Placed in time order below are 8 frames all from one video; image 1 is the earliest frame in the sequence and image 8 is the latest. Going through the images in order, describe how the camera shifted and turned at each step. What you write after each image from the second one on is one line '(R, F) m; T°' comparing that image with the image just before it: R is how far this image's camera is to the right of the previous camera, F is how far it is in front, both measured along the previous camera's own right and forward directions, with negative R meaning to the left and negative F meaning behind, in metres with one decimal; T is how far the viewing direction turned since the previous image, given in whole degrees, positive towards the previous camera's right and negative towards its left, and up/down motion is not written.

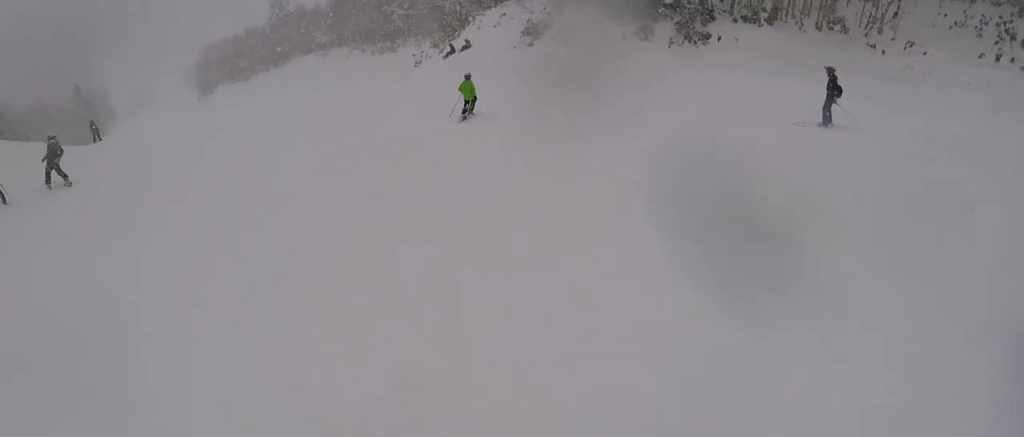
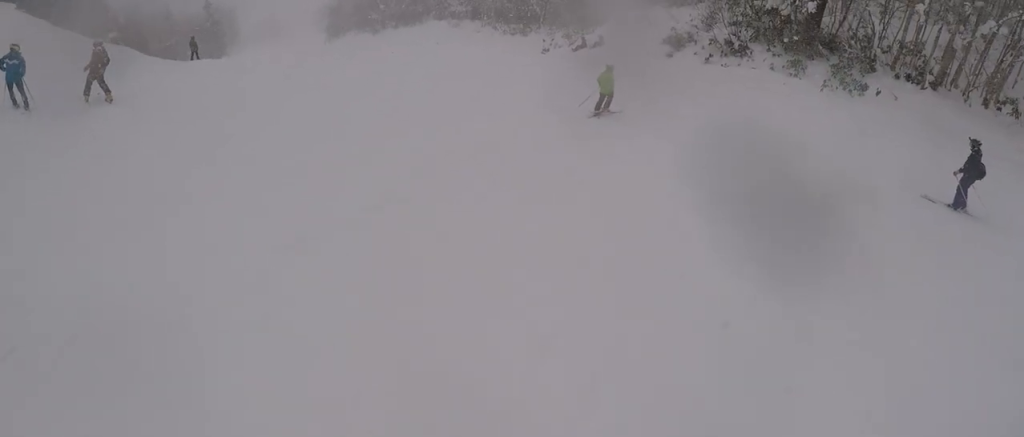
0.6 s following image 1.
(+0.1, +3.3) m; -9°
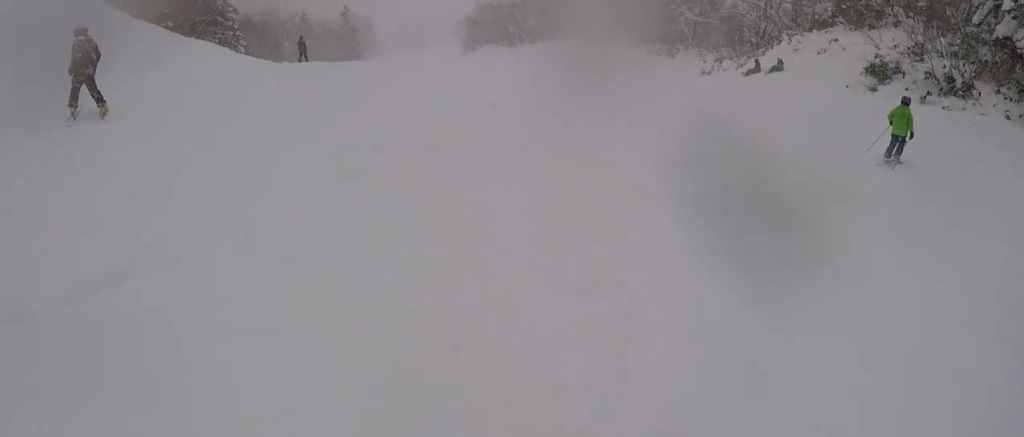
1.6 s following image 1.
(-1.2, +6.0) m; -2°
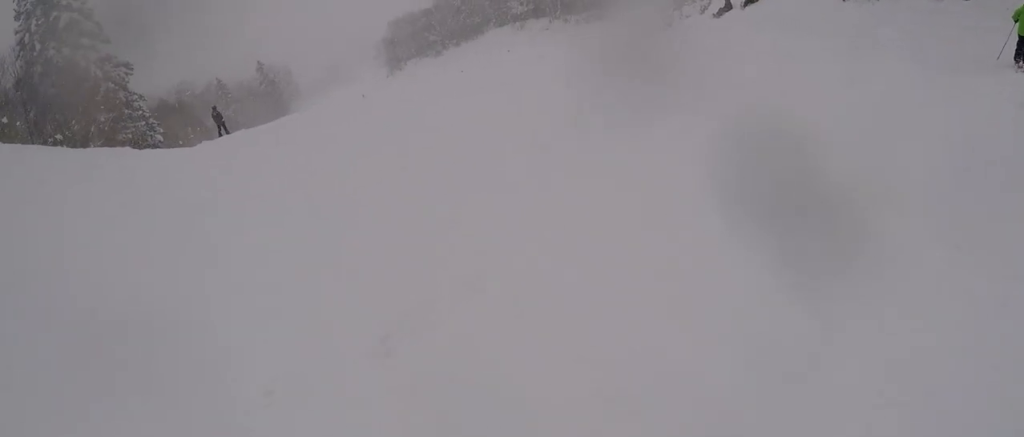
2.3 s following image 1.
(+0.9, +4.3) m; +2°
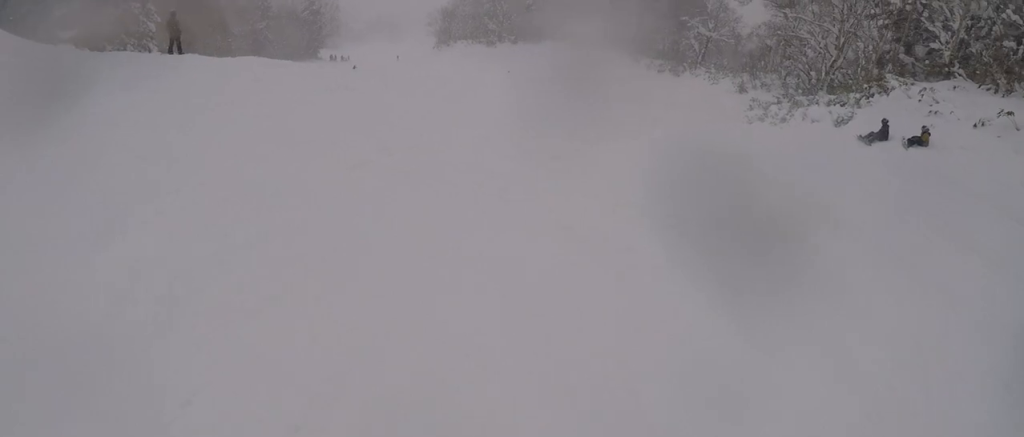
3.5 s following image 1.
(-0.7, +7.1) m; +1°
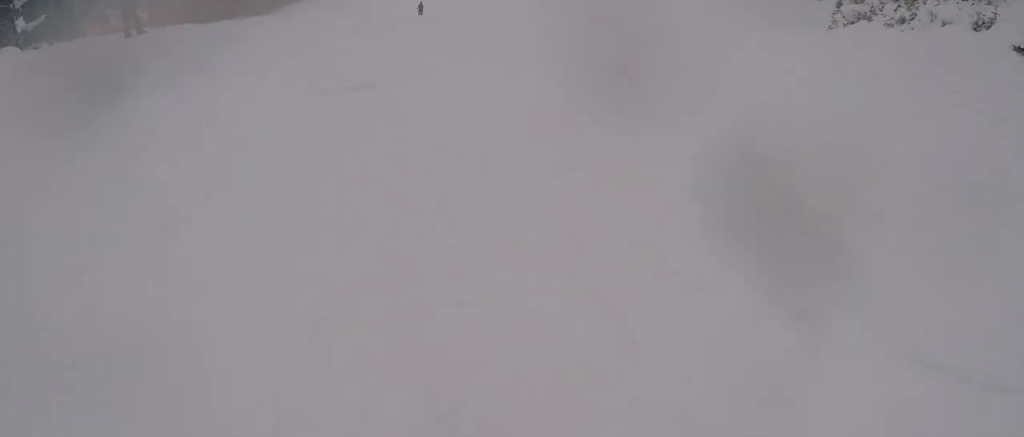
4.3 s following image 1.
(+0.7, +4.7) m; +10°
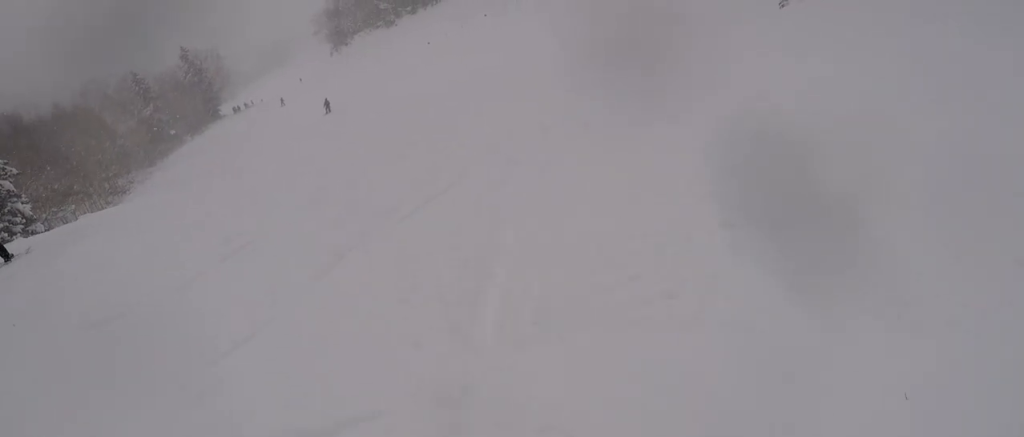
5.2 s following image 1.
(+0.4, +5.3) m; -5°
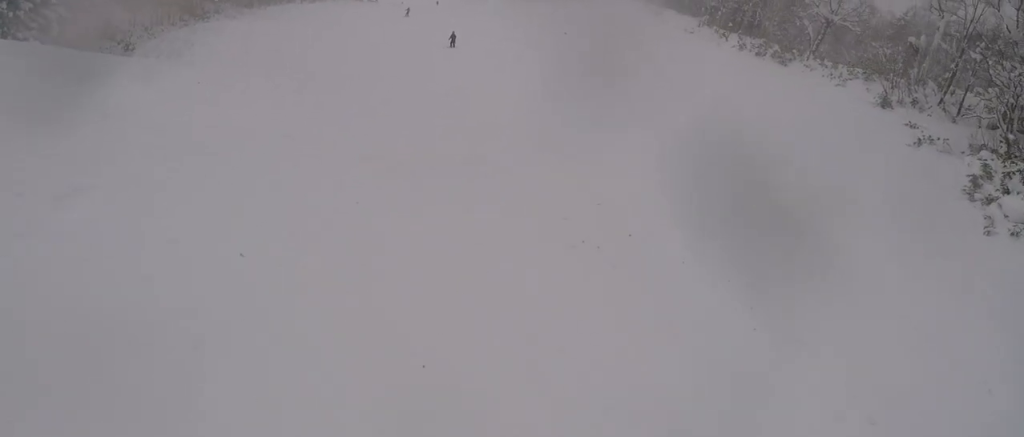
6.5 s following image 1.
(-1.4, +7.2) m; -18°
